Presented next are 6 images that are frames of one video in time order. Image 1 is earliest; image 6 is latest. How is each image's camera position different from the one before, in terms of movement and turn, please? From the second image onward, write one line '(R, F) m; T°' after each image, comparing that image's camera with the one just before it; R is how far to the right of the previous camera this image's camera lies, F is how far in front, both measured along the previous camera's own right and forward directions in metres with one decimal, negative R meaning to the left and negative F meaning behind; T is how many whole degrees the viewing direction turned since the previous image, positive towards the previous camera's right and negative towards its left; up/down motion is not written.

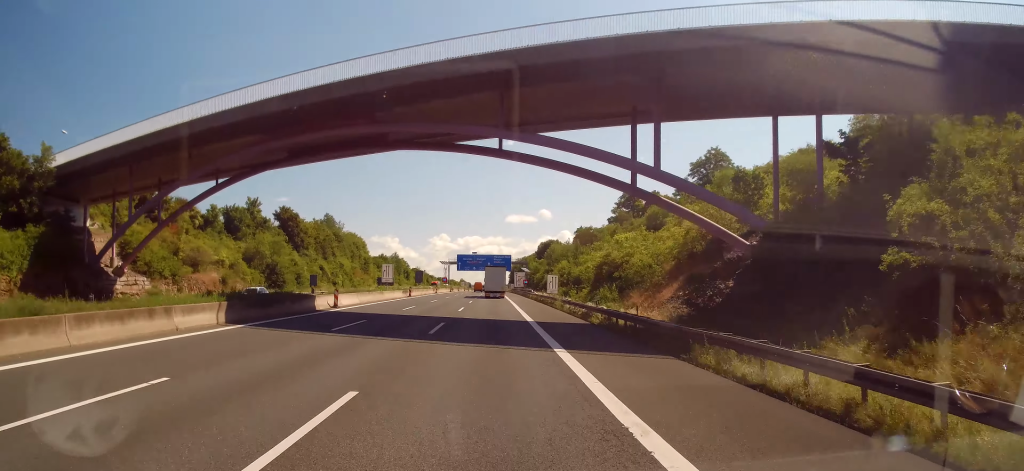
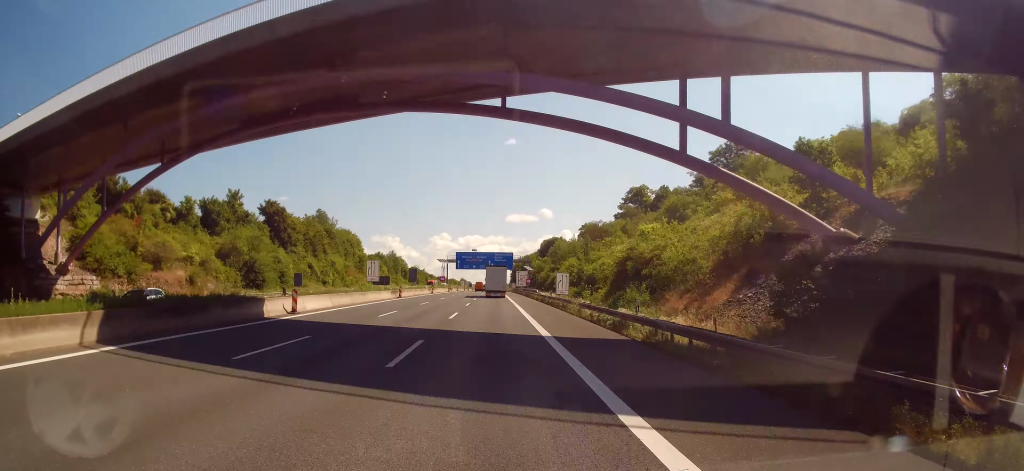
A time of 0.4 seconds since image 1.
(-0.2, +8.9) m; -1°
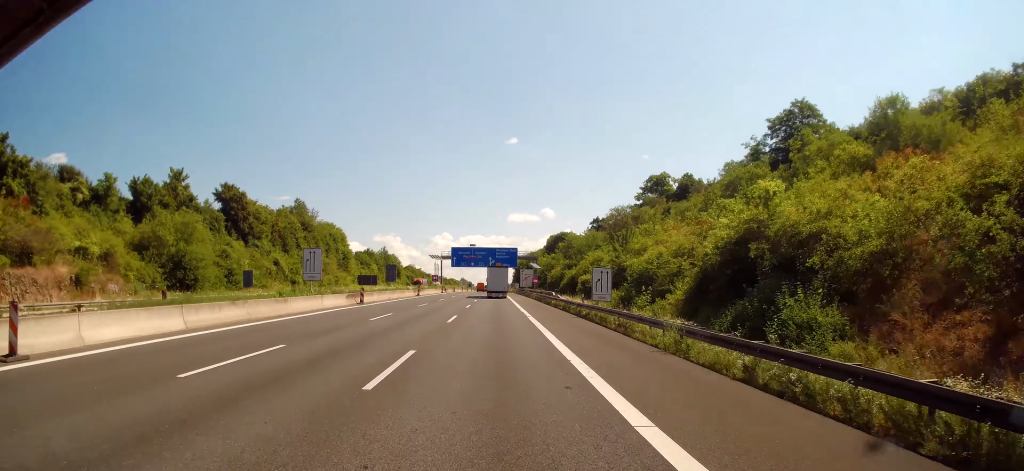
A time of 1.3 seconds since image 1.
(-0.3, +19.9) m; 0°
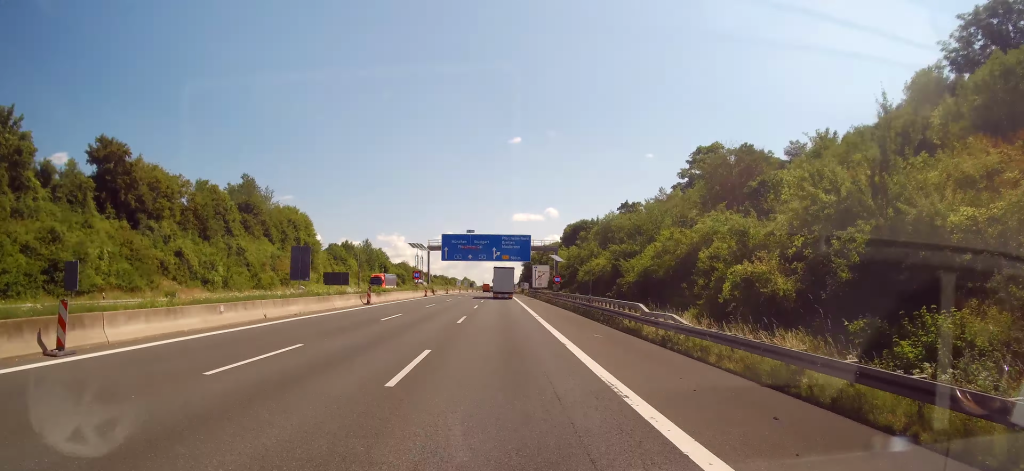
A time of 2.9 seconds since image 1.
(+0.7, +35.9) m; +1°
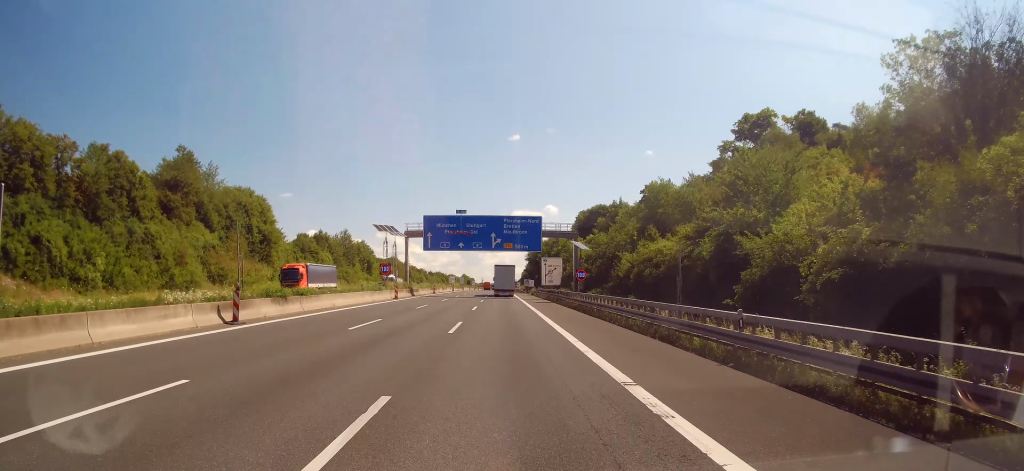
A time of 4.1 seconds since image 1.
(-0.6, +24.8) m; -1°
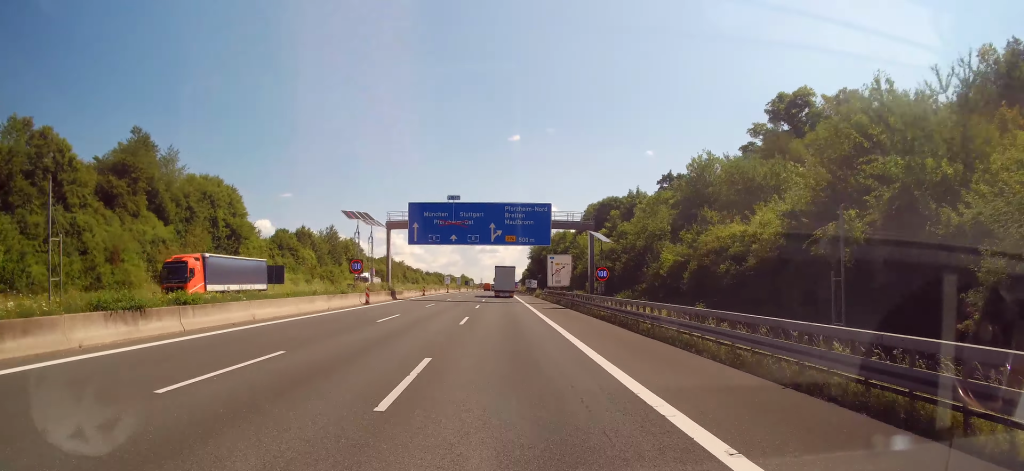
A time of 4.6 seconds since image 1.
(0.0, +12.3) m; +1°
